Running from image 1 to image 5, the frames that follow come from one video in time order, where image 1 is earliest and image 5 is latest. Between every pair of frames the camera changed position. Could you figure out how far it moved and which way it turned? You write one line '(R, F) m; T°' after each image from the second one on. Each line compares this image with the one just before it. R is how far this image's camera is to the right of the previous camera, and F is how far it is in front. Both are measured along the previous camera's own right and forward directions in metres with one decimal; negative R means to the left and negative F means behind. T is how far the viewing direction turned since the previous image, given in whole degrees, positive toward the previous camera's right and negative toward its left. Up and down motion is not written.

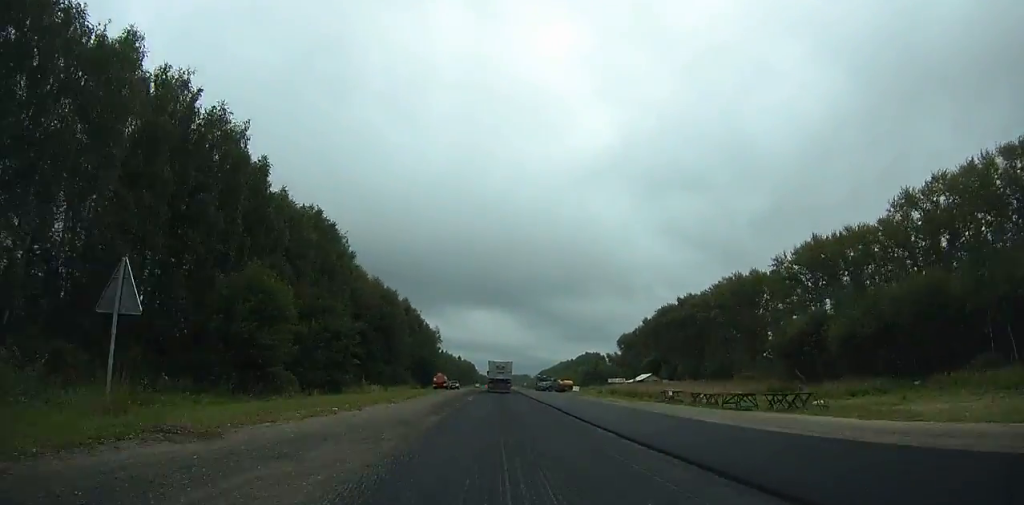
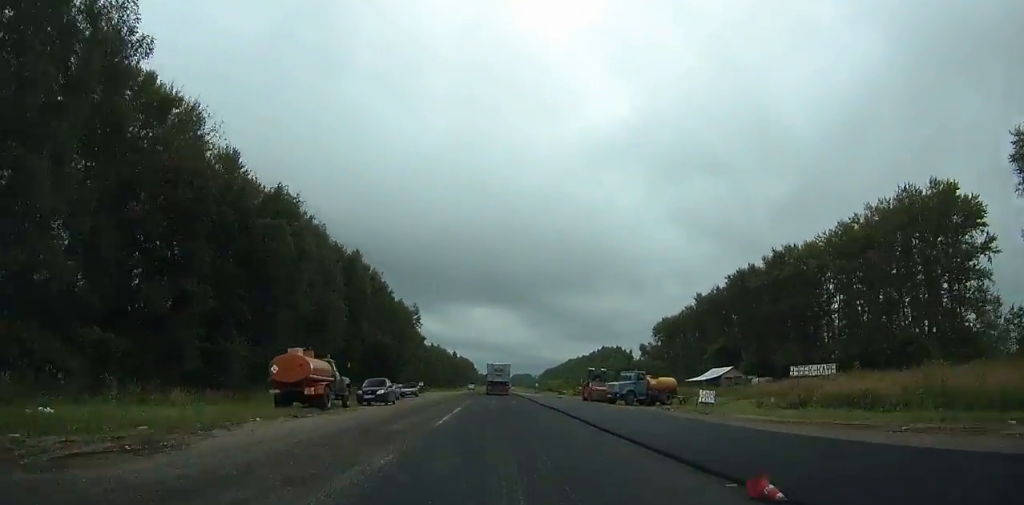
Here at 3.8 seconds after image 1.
(0.0, +62.8) m; 0°
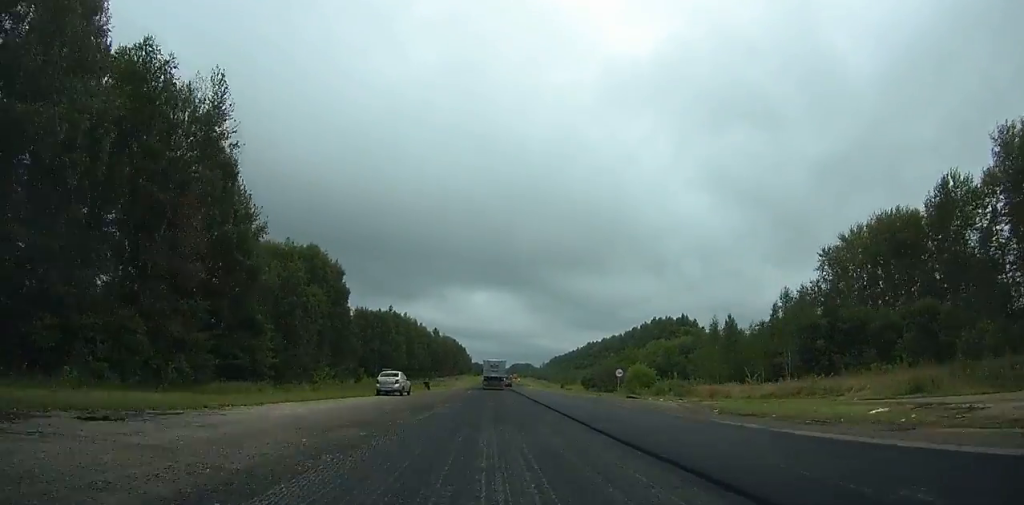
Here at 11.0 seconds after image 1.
(+1.0, +120.5) m; 0°
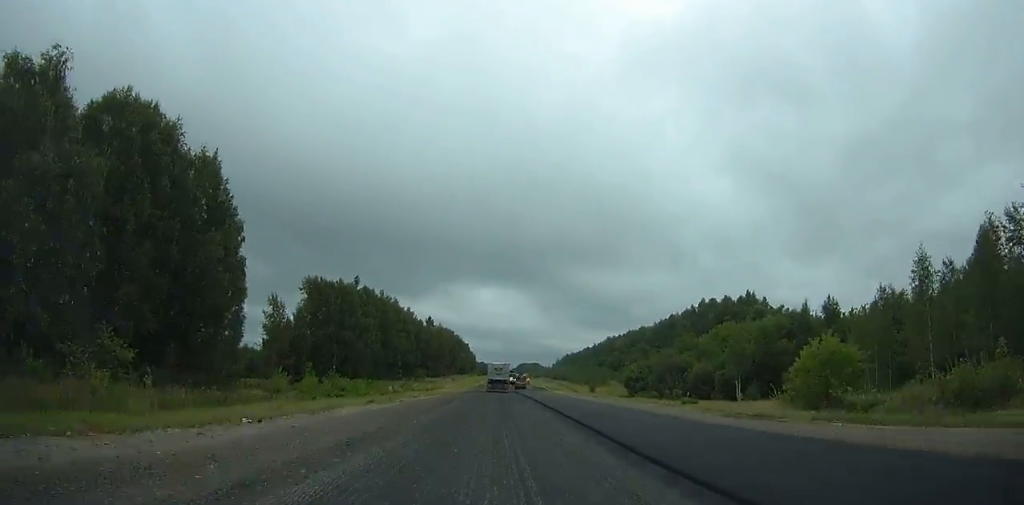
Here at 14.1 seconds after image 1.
(0.0, +52.6) m; 0°
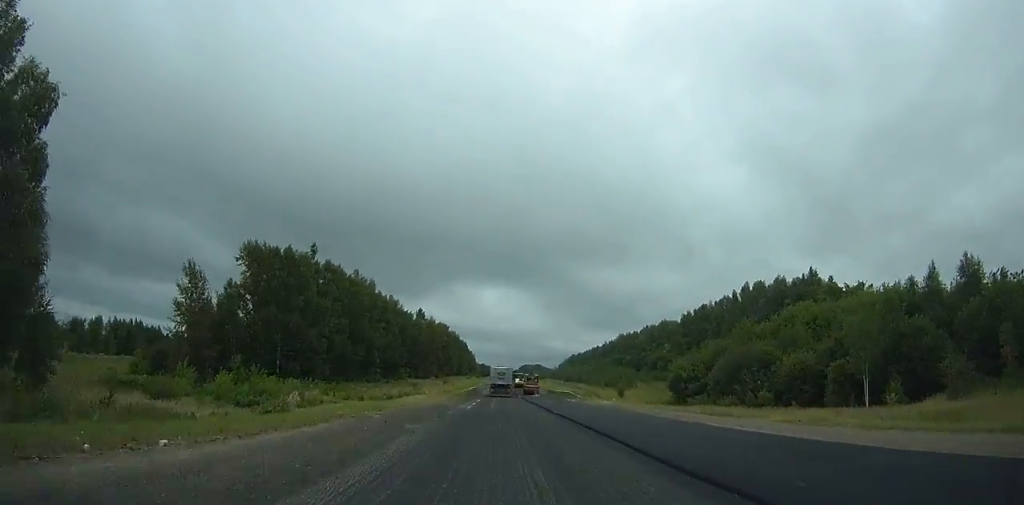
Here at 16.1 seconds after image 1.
(0.0, +34.2) m; 0°
